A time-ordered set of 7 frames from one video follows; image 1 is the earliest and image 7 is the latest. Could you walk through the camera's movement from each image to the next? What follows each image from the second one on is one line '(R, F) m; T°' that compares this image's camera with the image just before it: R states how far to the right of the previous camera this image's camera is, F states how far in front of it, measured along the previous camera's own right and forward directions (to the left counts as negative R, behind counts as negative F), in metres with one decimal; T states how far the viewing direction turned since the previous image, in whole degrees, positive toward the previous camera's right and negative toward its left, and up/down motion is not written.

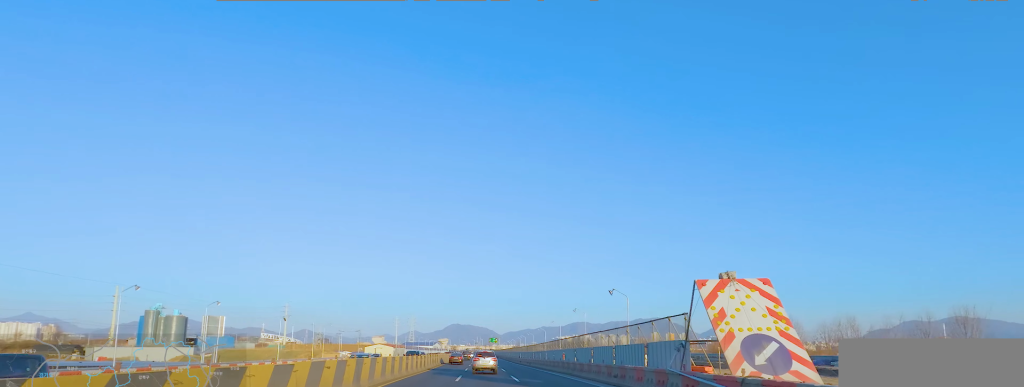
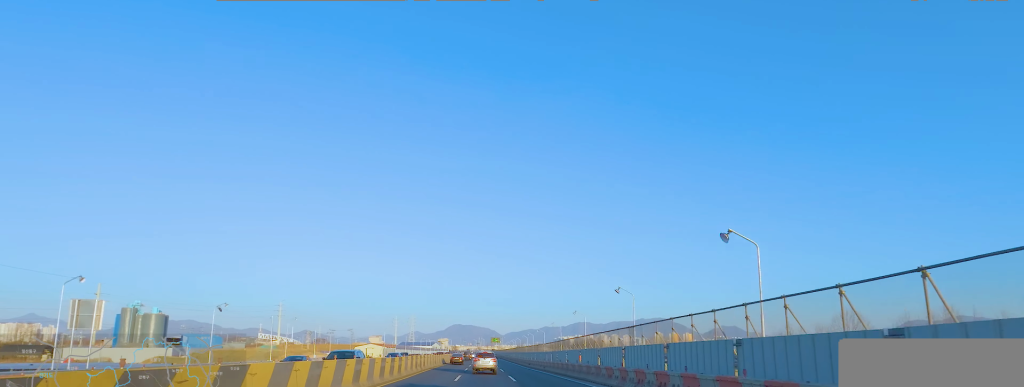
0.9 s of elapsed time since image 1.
(+0.4, +14.7) m; +2°
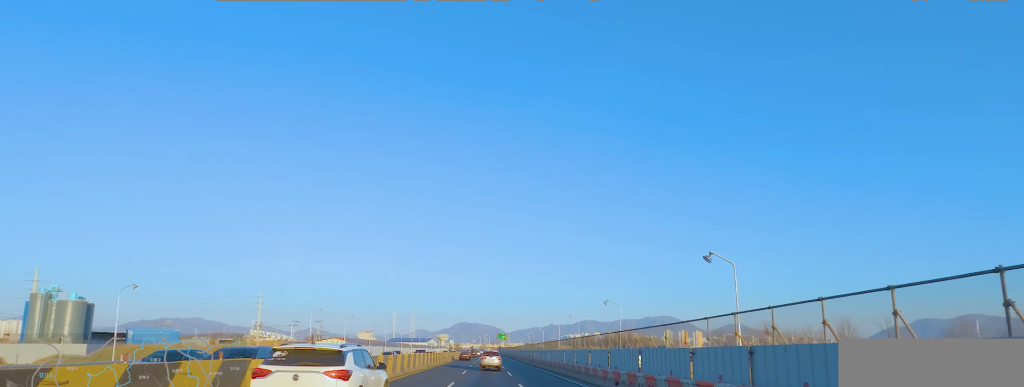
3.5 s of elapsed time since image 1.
(-1.7, +42.5) m; 0°
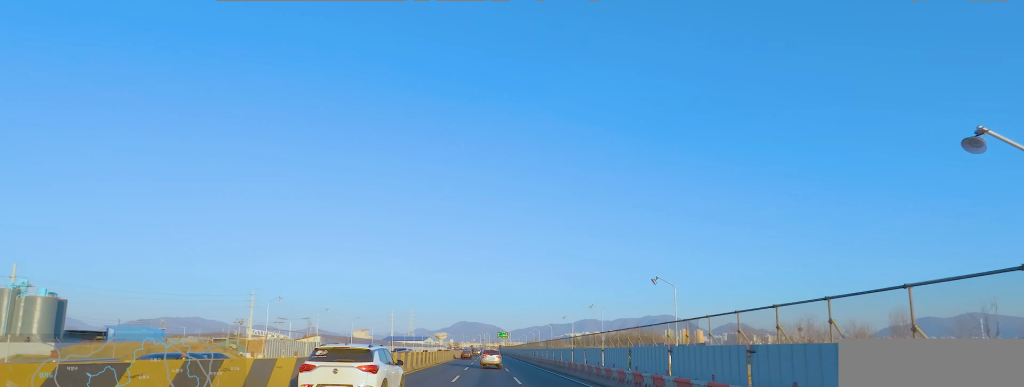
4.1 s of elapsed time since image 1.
(+0.7, +10.4) m; 0°
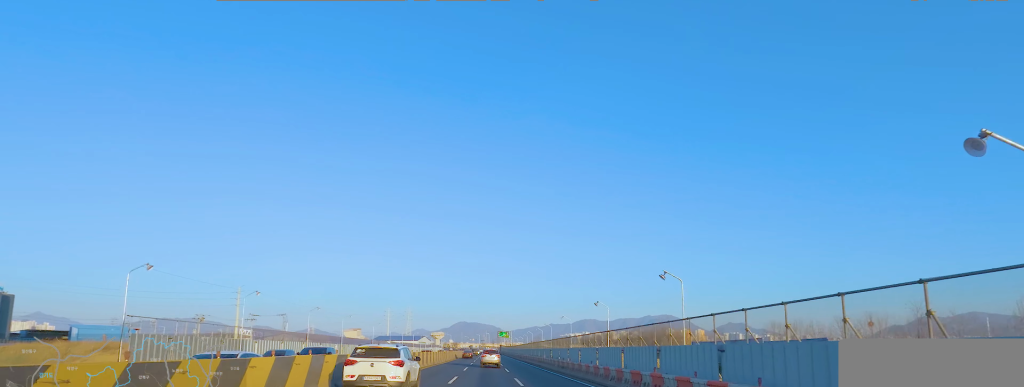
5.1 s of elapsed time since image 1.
(-0.2, +16.6) m; -3°
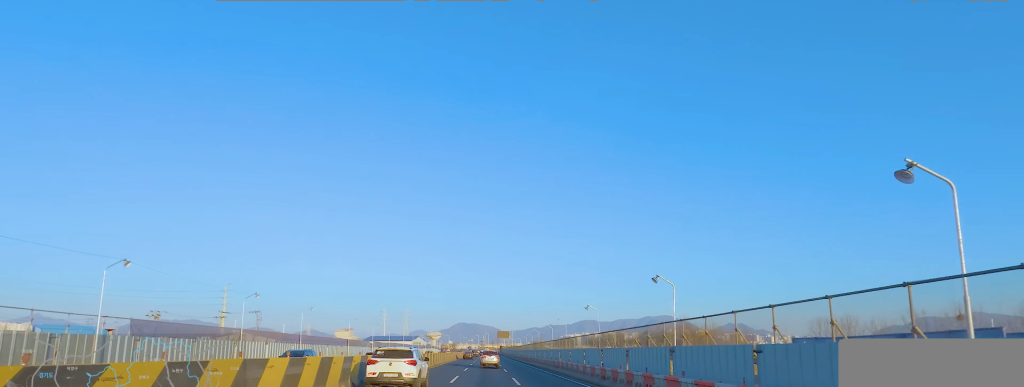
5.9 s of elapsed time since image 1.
(-0.5, +14.1) m; 0°
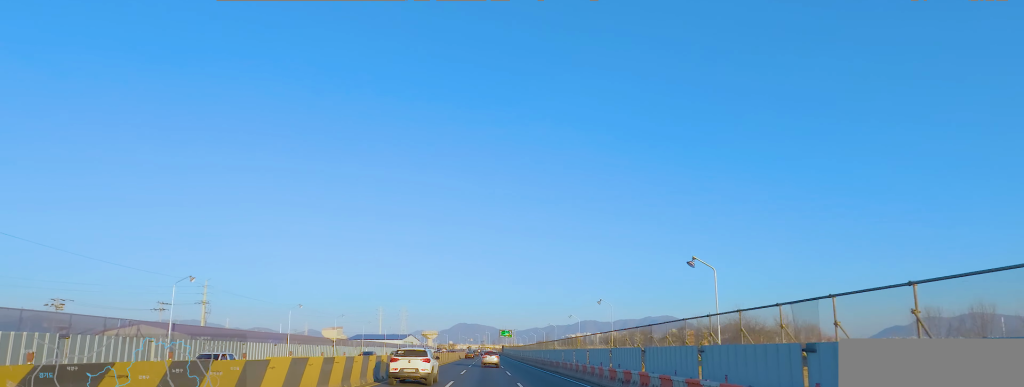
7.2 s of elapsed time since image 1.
(+1.2, +21.0) m; +3°
